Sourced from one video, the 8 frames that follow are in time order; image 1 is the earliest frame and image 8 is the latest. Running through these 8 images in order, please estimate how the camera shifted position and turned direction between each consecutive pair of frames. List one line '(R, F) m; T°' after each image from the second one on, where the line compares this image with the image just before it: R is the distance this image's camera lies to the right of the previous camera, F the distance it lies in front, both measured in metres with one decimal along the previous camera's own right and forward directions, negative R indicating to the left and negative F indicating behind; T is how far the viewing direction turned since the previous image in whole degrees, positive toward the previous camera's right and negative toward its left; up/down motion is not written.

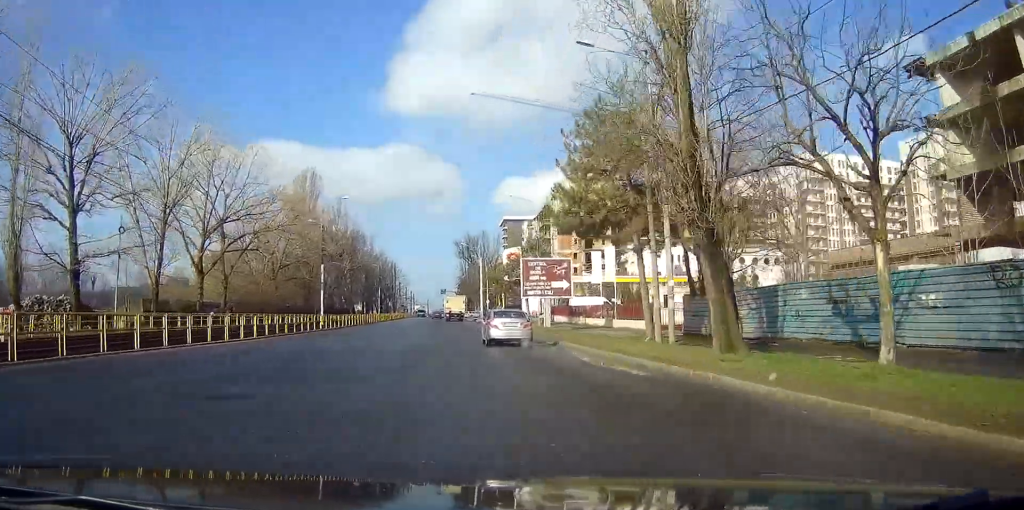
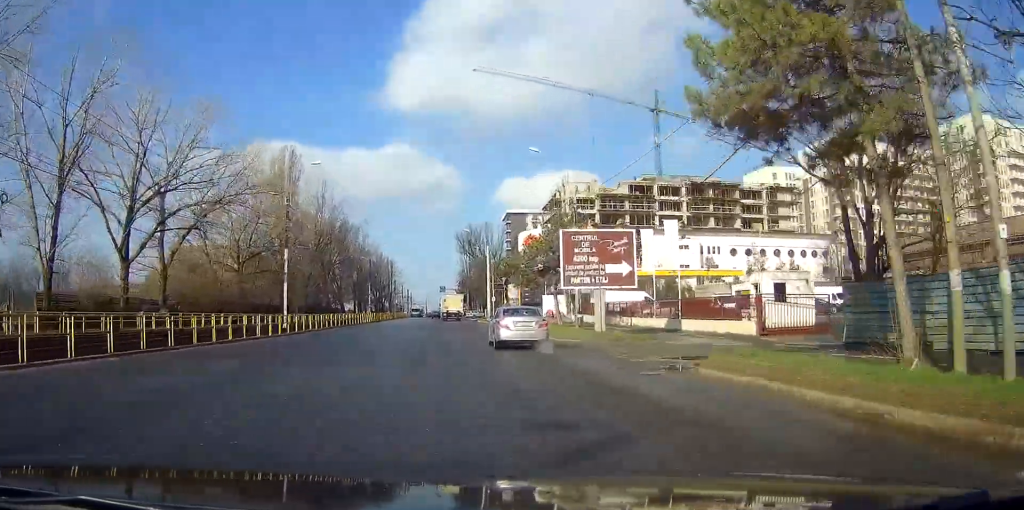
(-0.1, +15.6) m; 0°
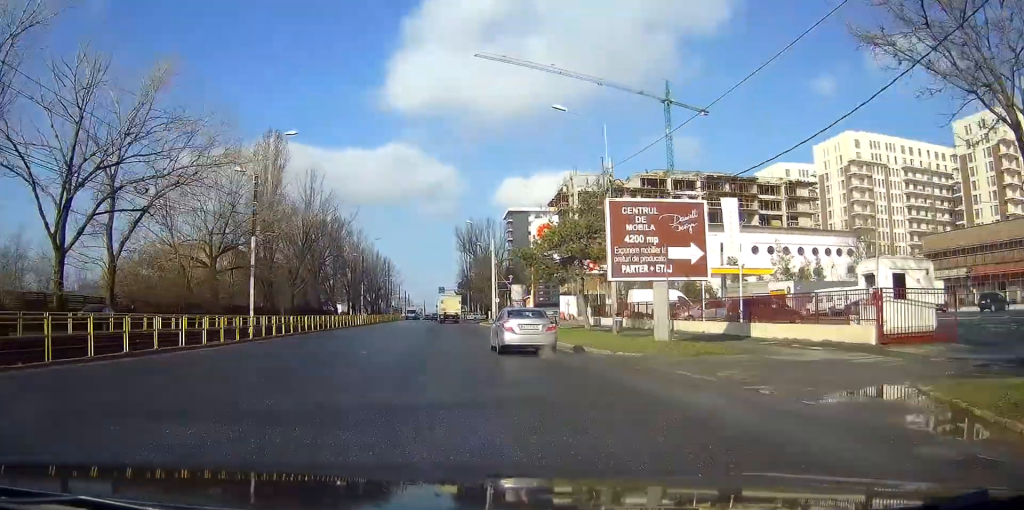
(0.0, +9.1) m; 0°
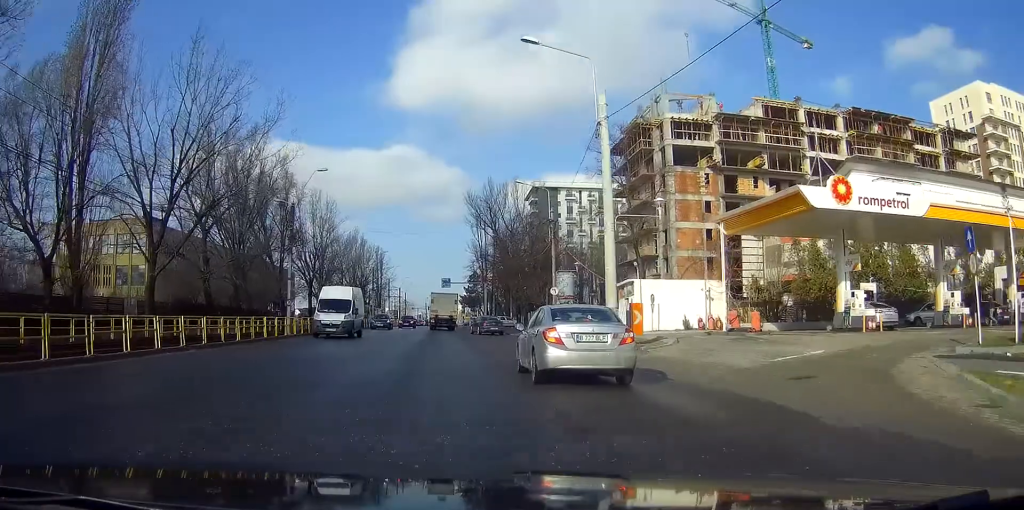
(+0.4, +50.6) m; 0°
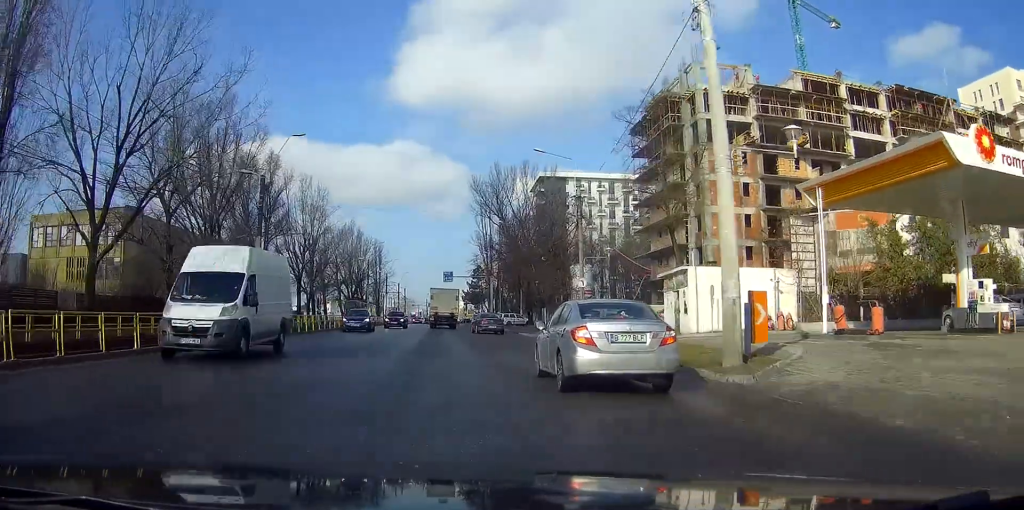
(0.0, +9.9) m; 0°
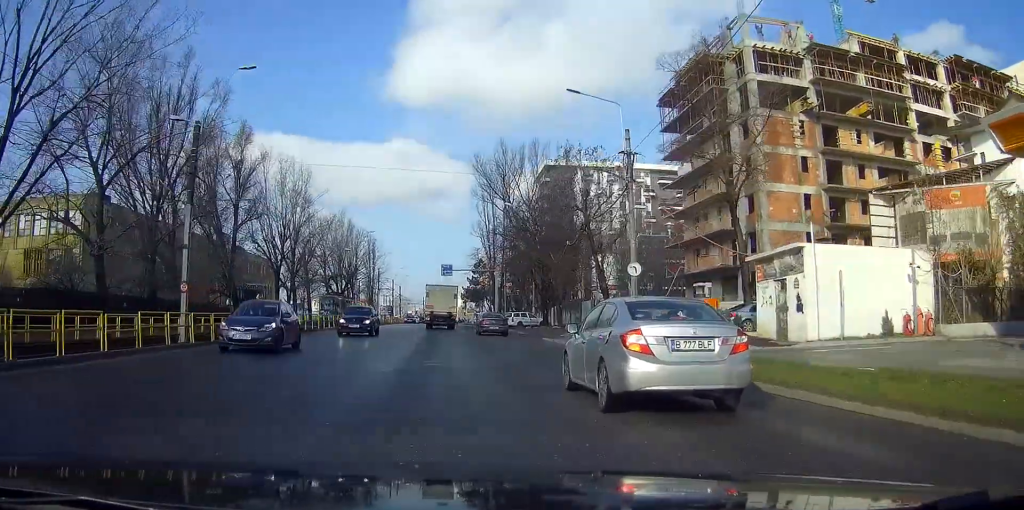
(0.0, +12.5) m; 0°
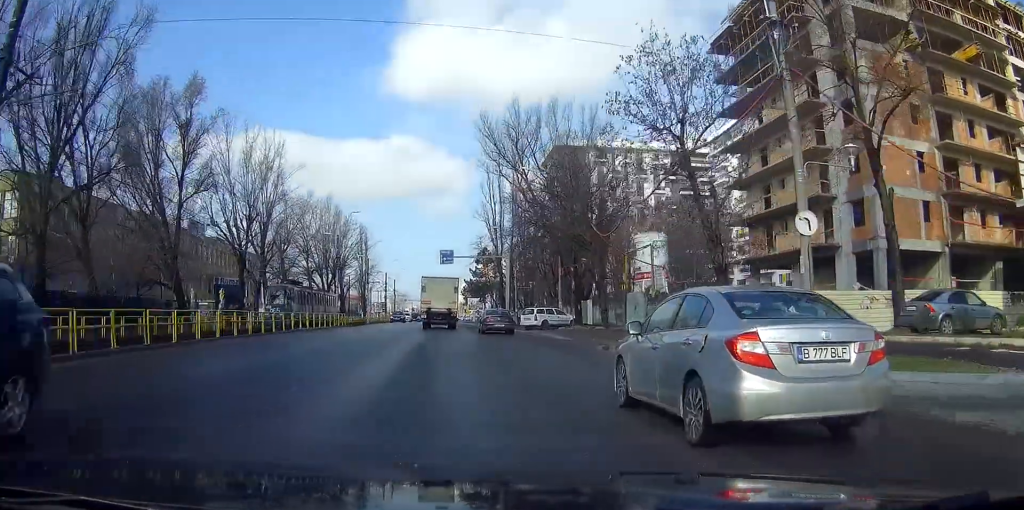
(-0.1, +16.0) m; 0°
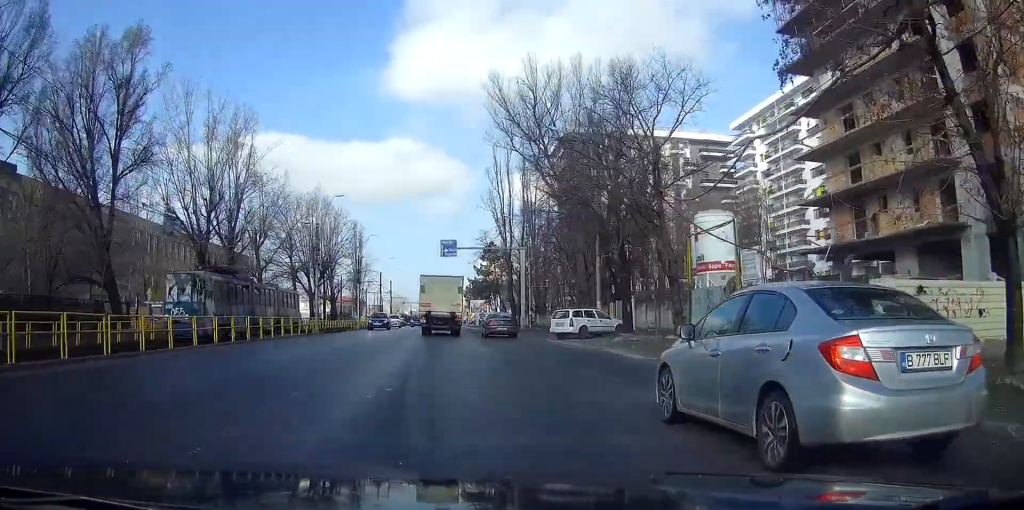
(0.0, +13.1) m; 0°
